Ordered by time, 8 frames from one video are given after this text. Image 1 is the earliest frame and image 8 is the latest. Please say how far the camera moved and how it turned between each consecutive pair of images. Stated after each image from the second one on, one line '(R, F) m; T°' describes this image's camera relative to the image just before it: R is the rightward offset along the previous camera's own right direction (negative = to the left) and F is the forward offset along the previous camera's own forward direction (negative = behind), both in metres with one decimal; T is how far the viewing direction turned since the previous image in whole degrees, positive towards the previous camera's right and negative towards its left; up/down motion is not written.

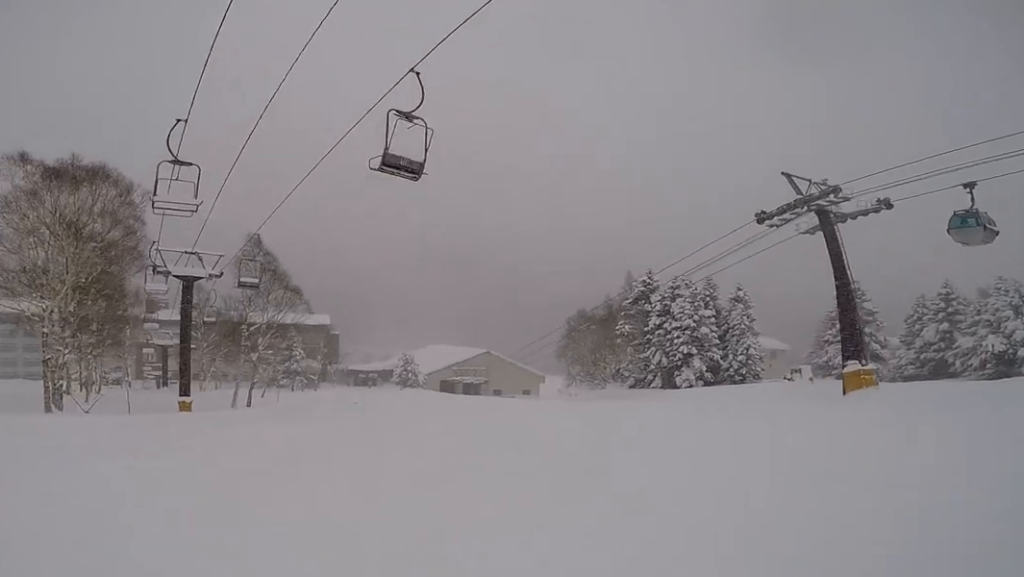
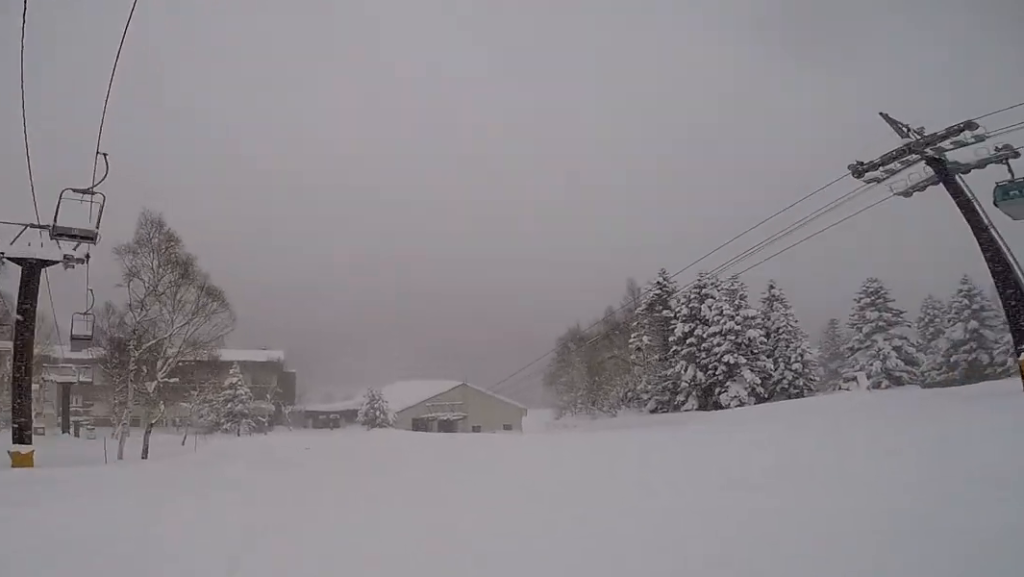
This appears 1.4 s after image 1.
(-0.7, +10.1) m; +2°
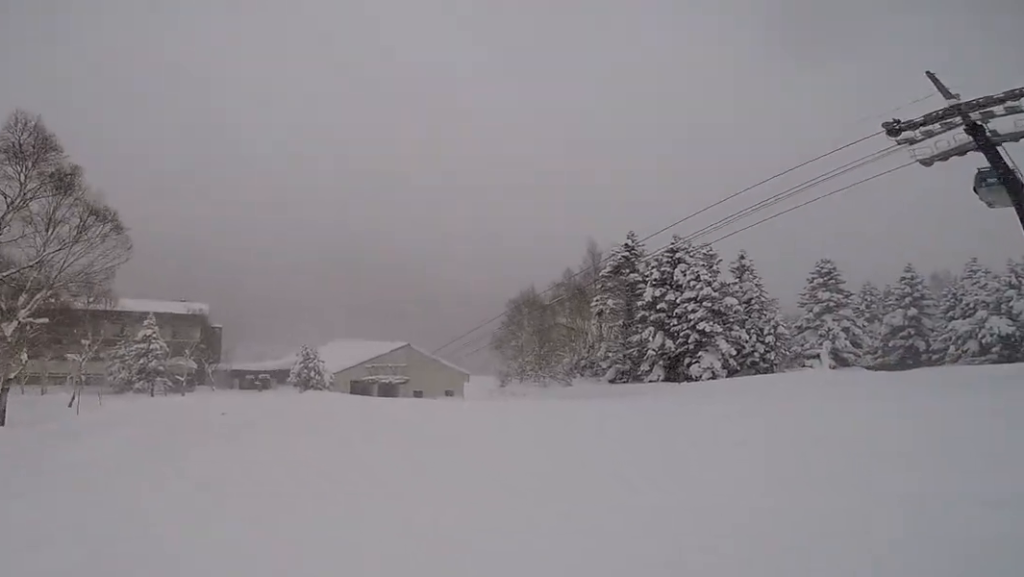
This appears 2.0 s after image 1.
(+0.5, +4.7) m; +7°
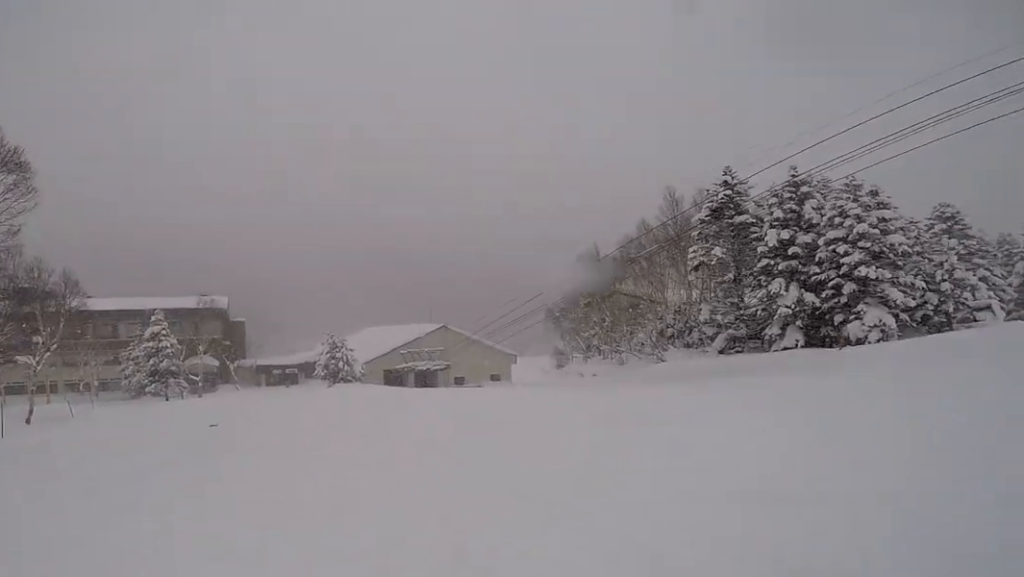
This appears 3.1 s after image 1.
(+0.6, +8.2) m; -5°
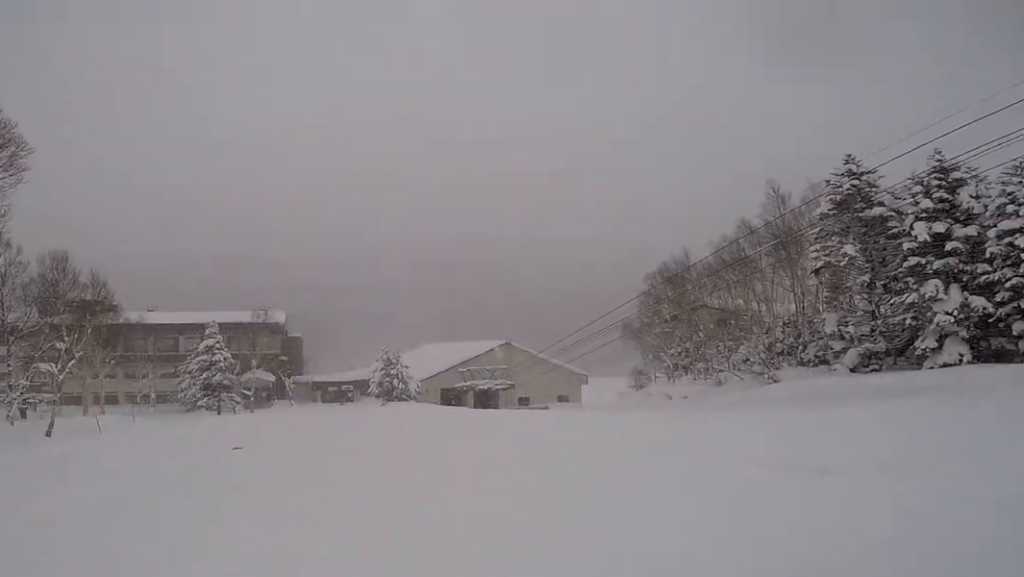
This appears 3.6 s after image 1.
(-0.4, +3.7) m; -6°
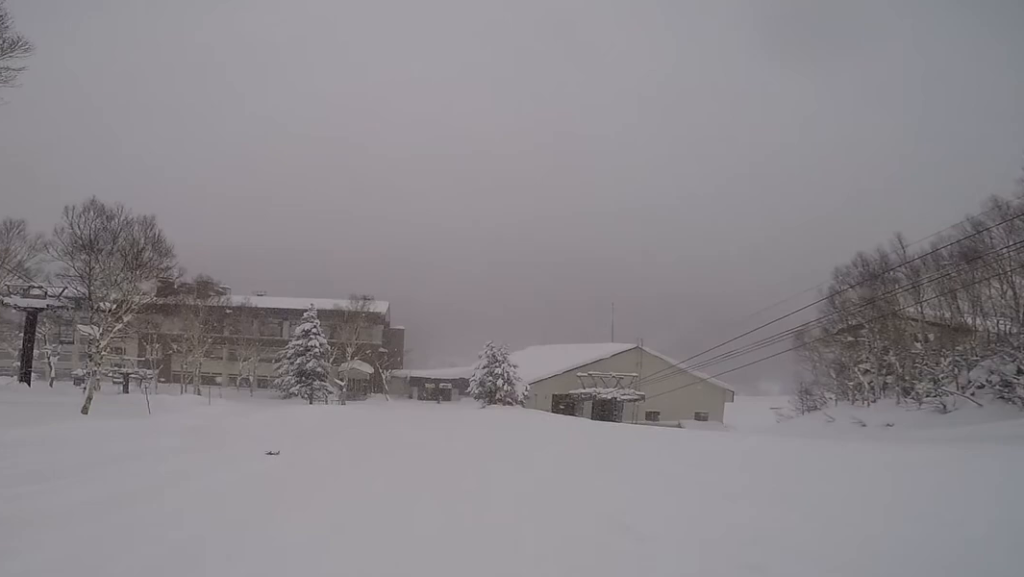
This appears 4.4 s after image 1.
(-0.7, +5.8) m; -8°
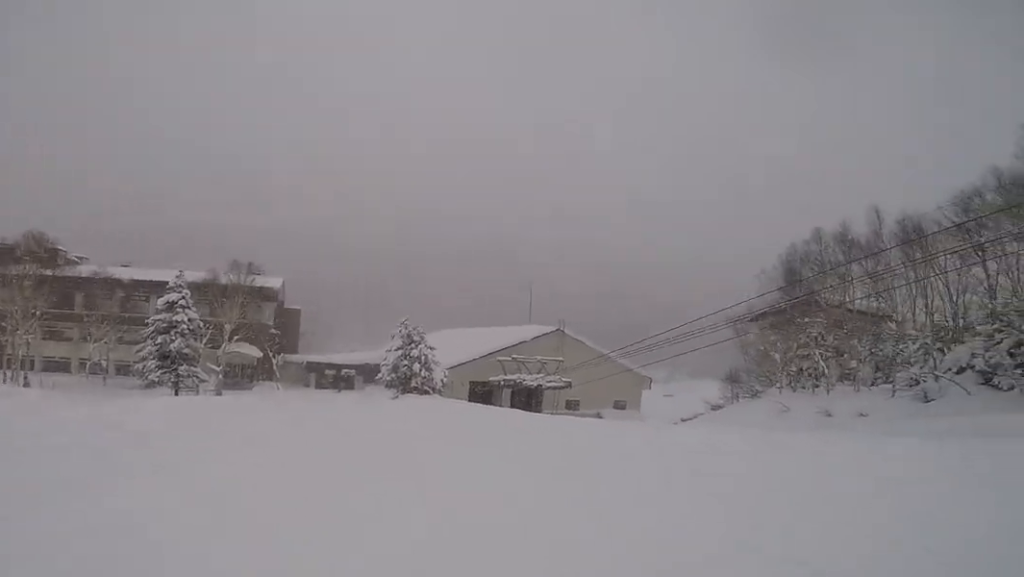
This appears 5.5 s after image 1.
(0.0, +7.7) m; +2°
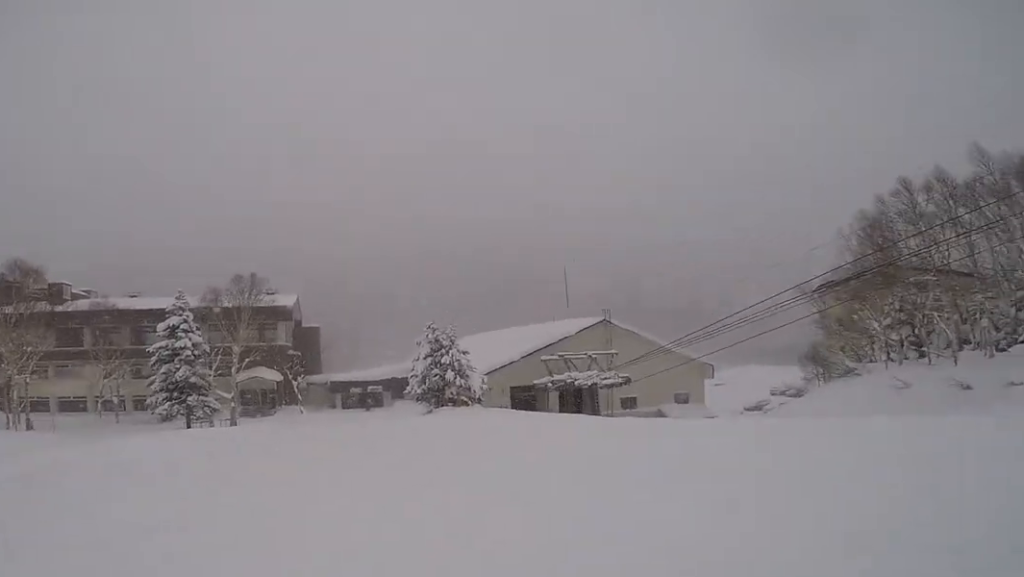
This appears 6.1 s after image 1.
(0.0, +4.3) m; +5°
